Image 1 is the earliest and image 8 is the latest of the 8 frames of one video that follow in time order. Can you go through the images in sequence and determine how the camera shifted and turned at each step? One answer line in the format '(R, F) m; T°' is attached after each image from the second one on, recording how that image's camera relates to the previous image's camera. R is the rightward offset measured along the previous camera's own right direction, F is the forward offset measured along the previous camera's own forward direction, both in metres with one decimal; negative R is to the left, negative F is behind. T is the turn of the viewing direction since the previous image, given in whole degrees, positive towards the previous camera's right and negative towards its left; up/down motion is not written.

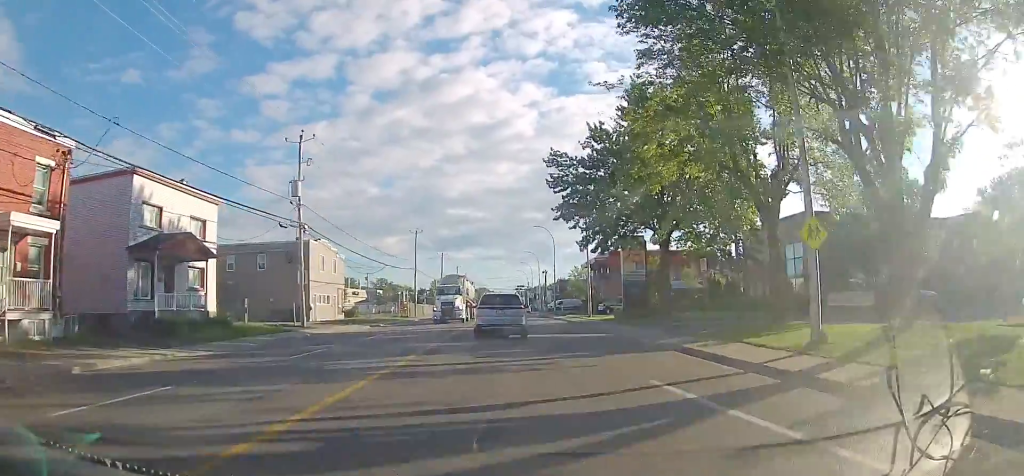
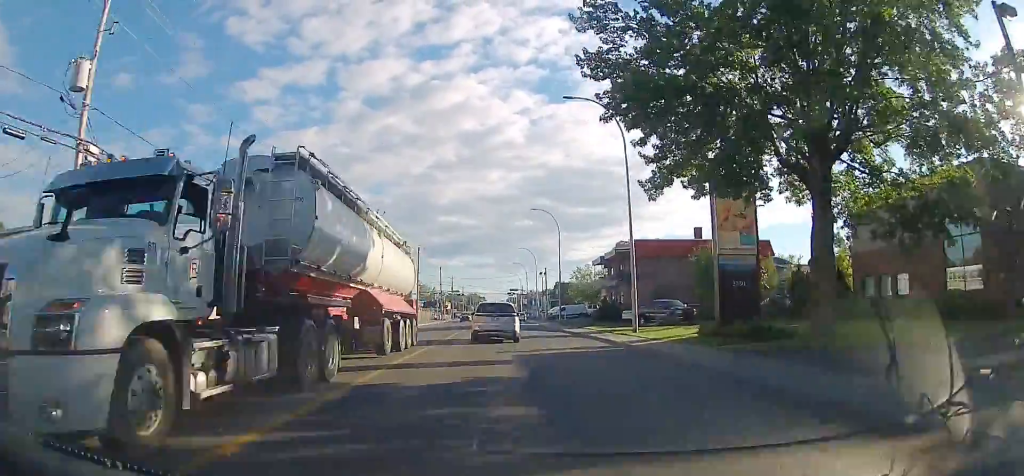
(-0.1, +19.4) m; -1°
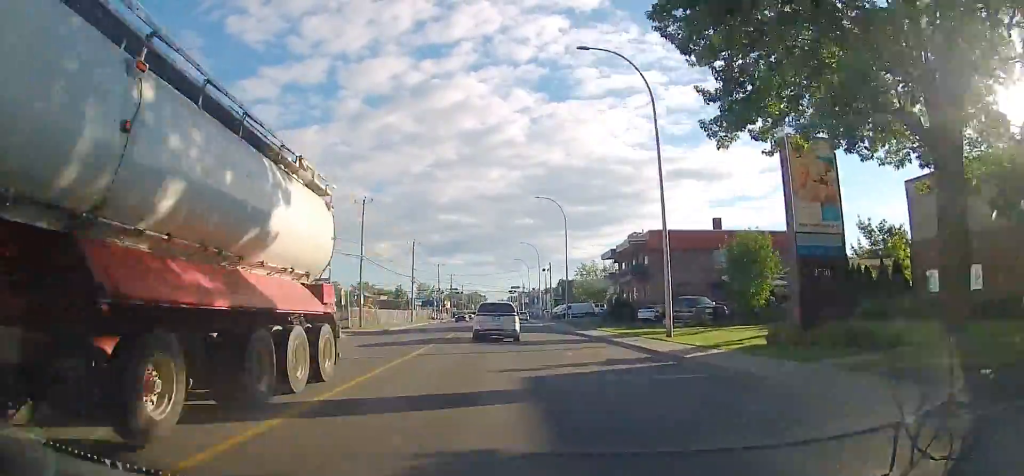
(-0.1, +6.2) m; +1°
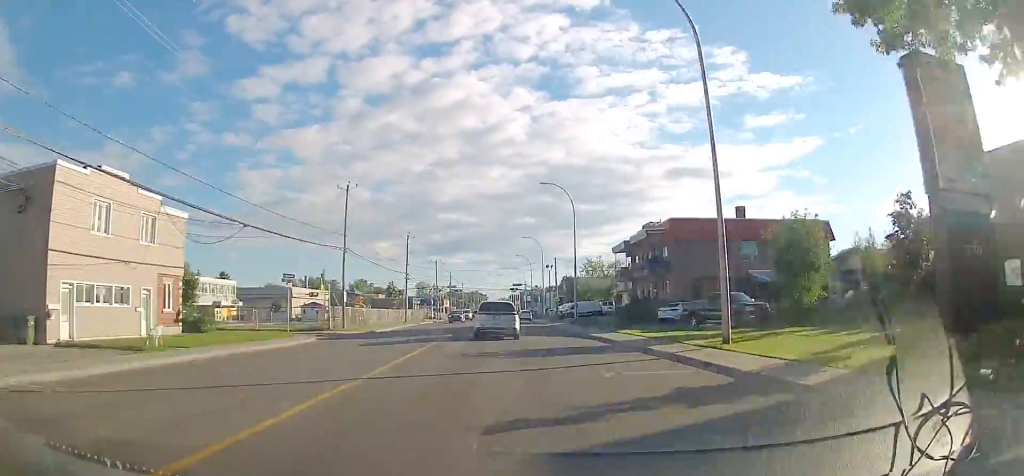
(-0.1, +6.2) m; 0°
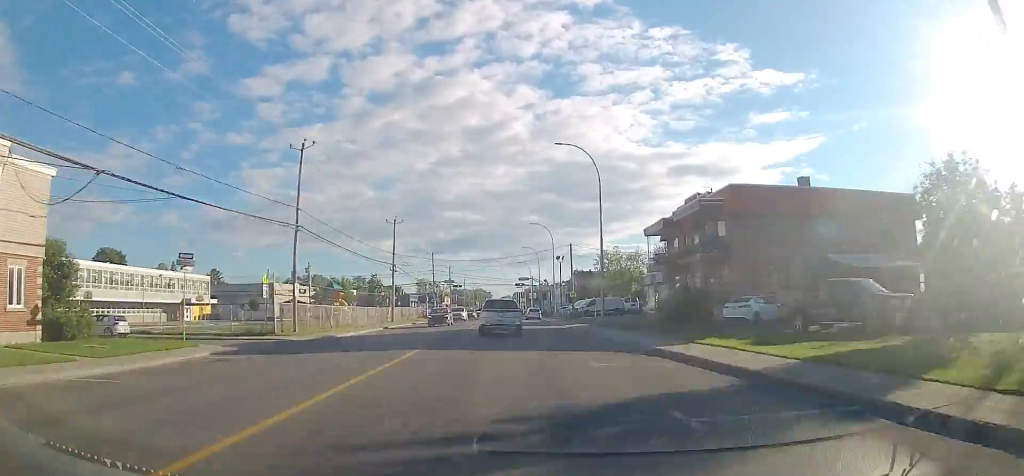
(+0.4, +12.4) m; +1°
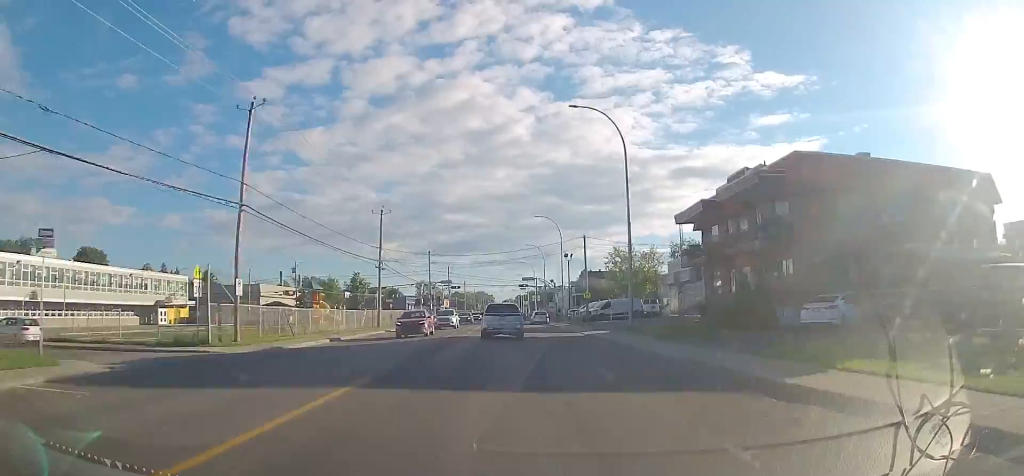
(-0.2, +8.5) m; -1°
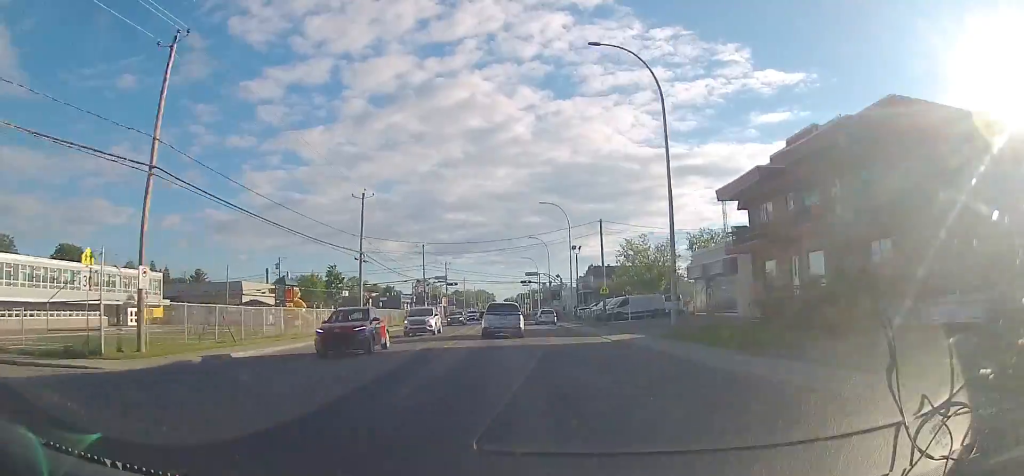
(-0.1, +8.1) m; -1°
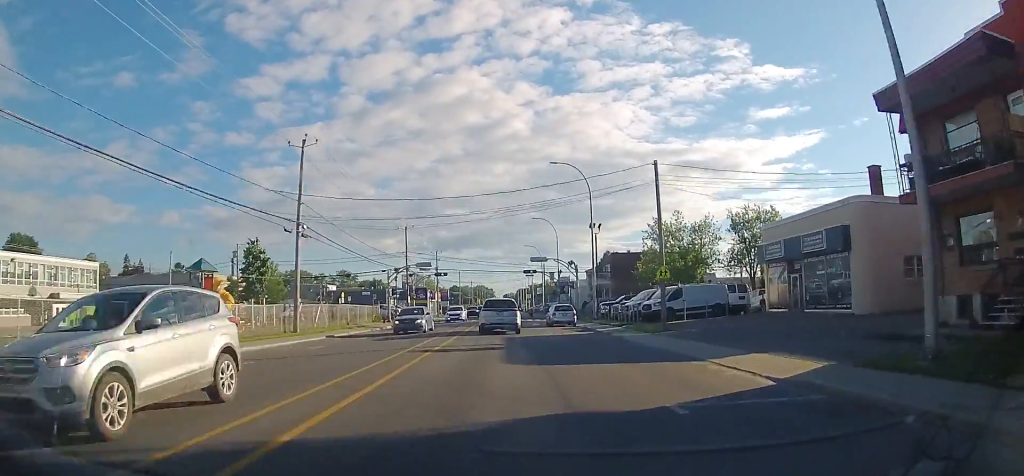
(0.0, +15.6) m; 0°
